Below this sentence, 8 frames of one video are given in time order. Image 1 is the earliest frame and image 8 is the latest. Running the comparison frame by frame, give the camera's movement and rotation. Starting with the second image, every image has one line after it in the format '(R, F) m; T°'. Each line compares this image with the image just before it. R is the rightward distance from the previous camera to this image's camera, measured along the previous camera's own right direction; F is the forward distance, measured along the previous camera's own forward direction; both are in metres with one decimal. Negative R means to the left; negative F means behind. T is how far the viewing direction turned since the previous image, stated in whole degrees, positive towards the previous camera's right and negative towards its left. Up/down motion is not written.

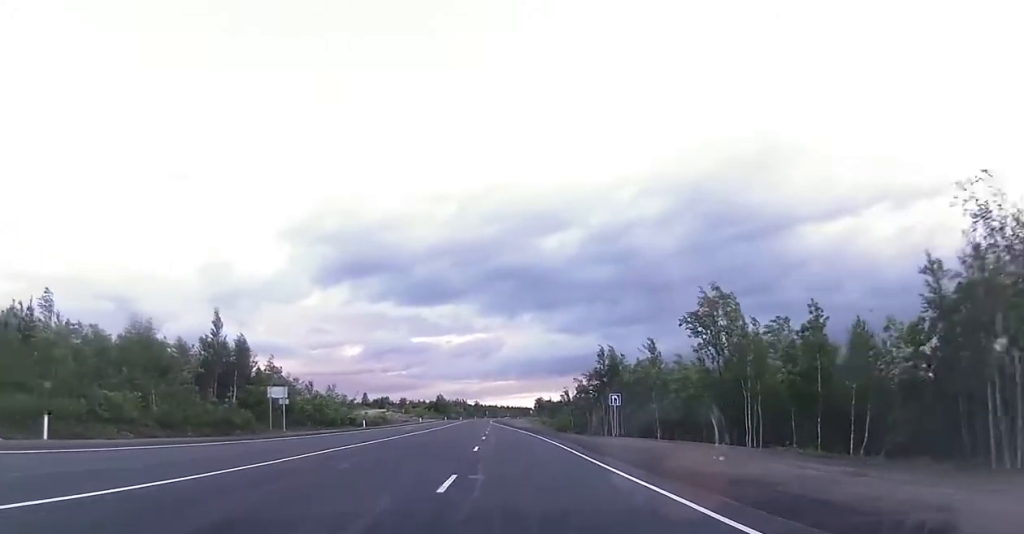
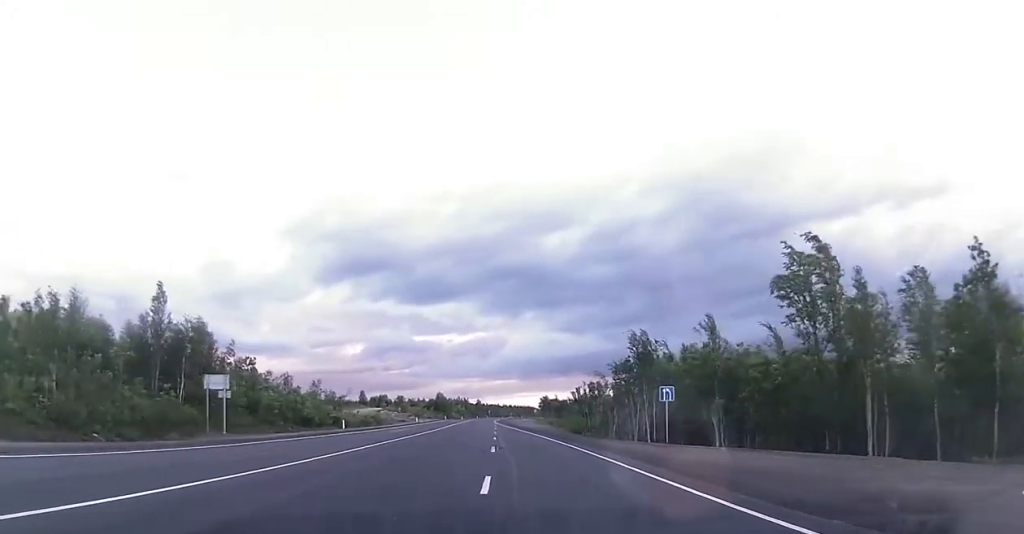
(+0.1, +12.1) m; 0°
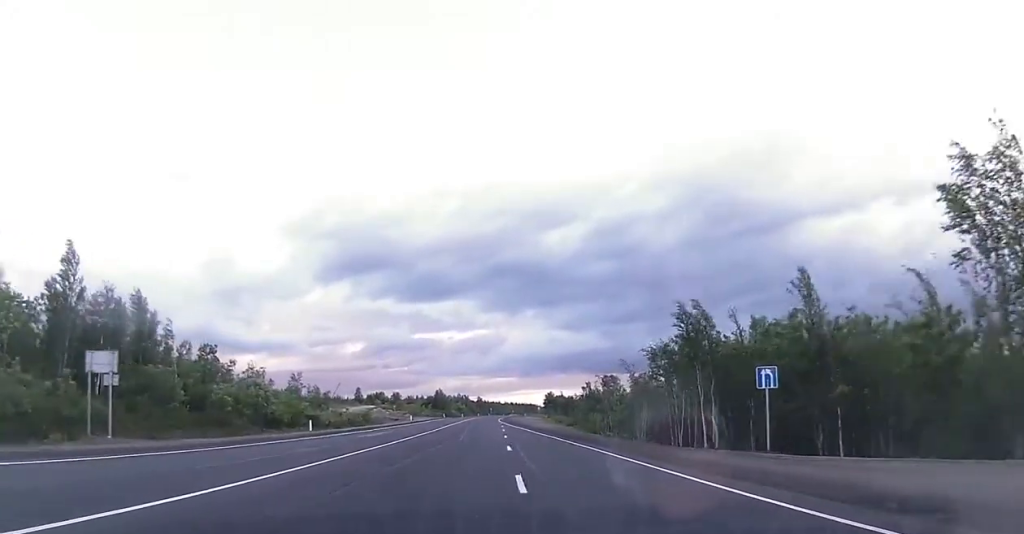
(-0.3, +11.6) m; 0°
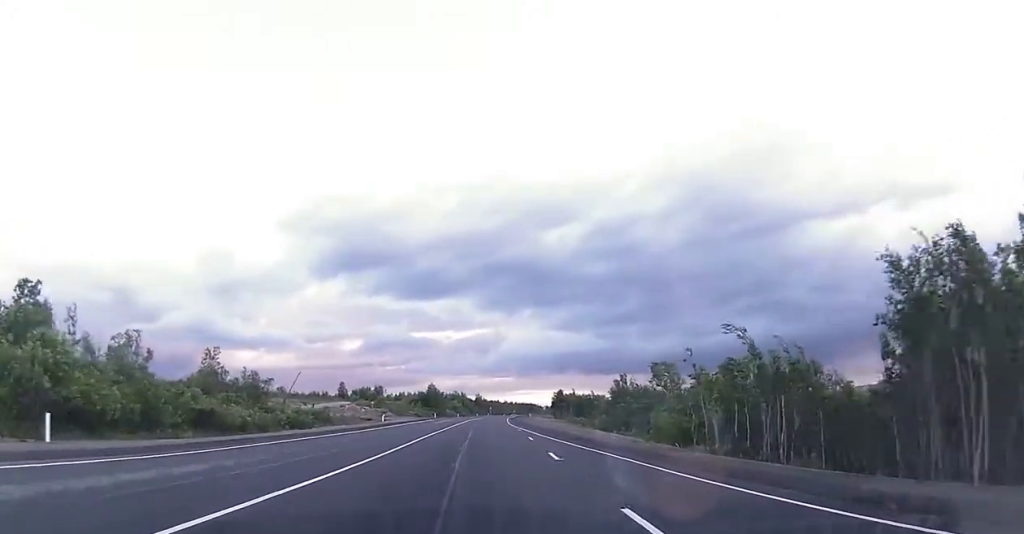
(+0.3, +27.7) m; 0°
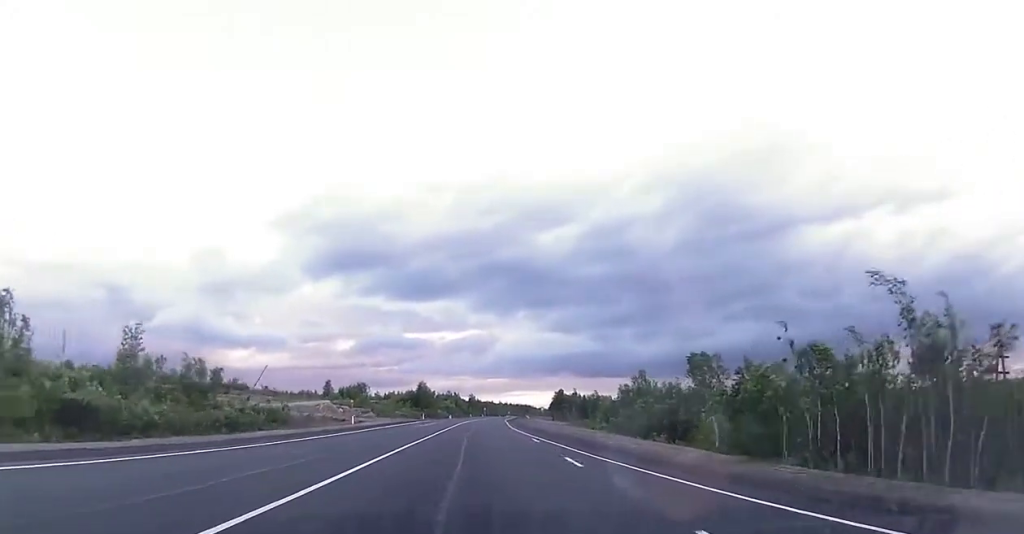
(-0.2, +13.4) m; 0°
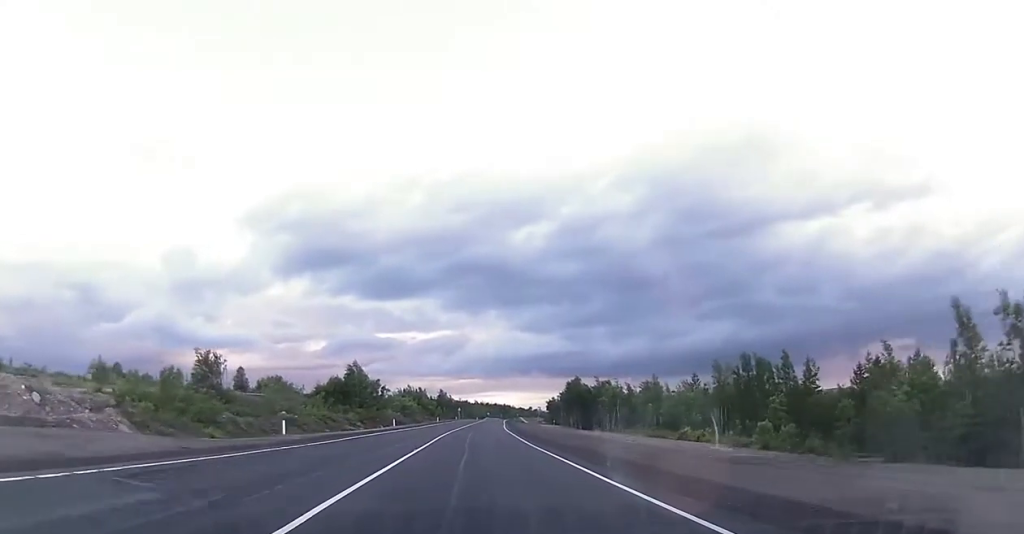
(+1.4, +63.7) m; +3°
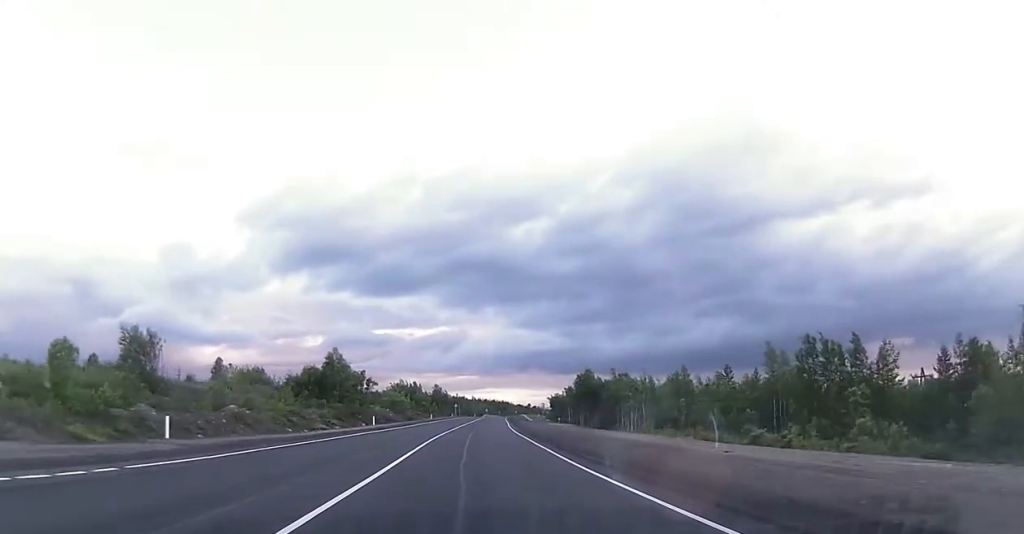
(0.0, +13.0) m; 0°
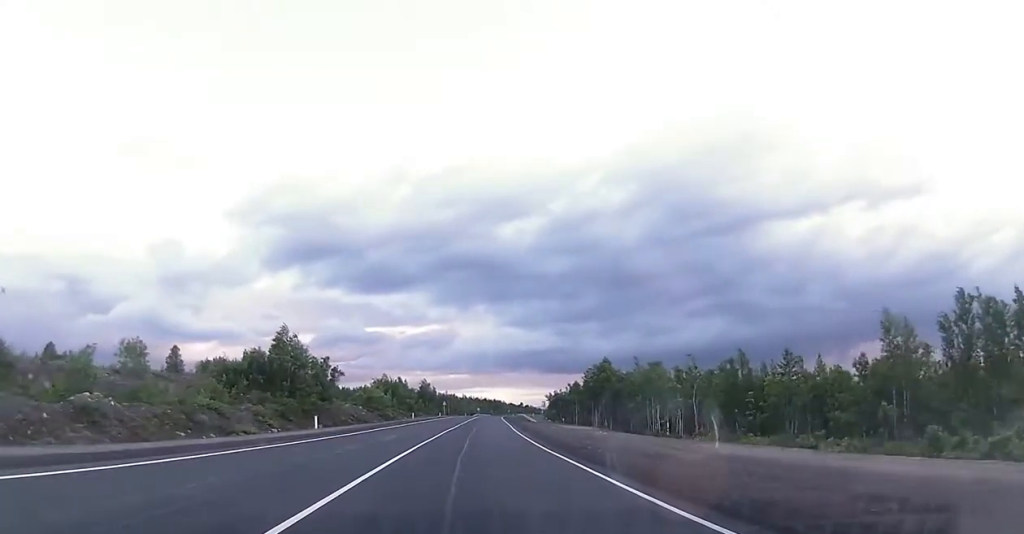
(+0.1, +18.6) m; 0°
